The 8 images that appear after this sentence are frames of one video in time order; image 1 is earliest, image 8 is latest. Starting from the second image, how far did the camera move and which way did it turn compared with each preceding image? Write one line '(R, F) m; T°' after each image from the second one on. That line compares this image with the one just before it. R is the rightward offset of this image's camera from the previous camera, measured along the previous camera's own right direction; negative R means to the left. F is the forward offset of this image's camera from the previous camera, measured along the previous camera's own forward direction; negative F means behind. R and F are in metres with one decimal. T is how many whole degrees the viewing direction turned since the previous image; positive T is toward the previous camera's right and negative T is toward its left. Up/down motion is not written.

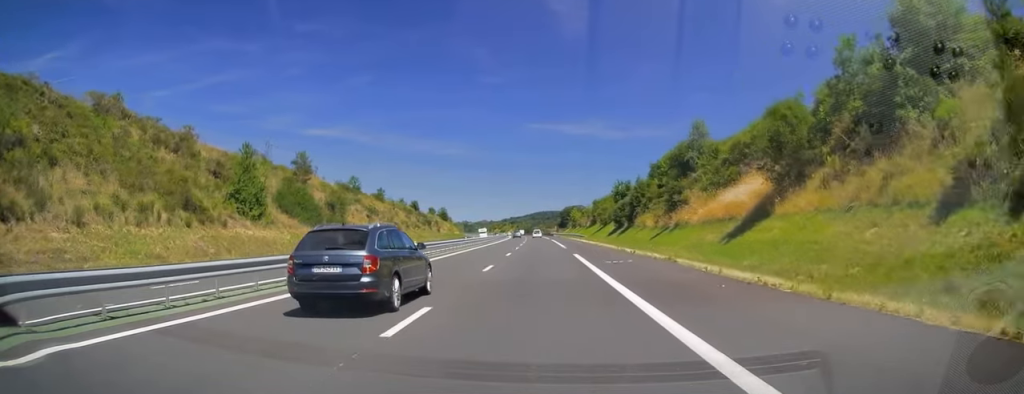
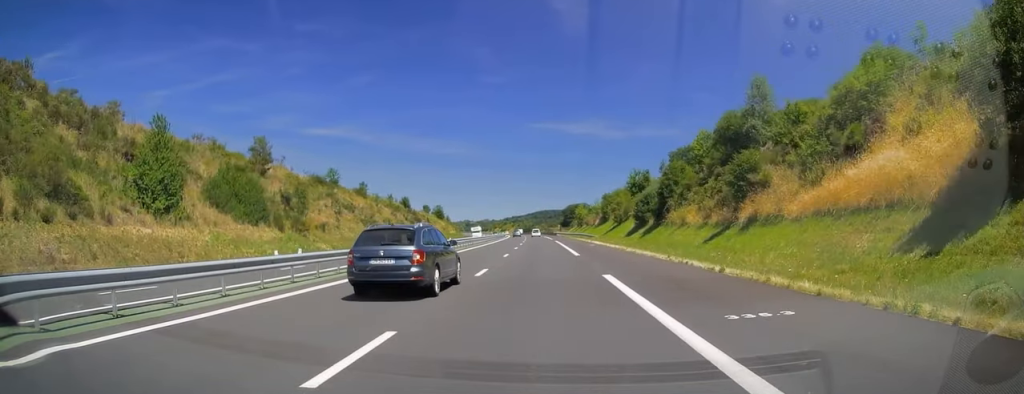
(0.0, +15.8) m; 0°
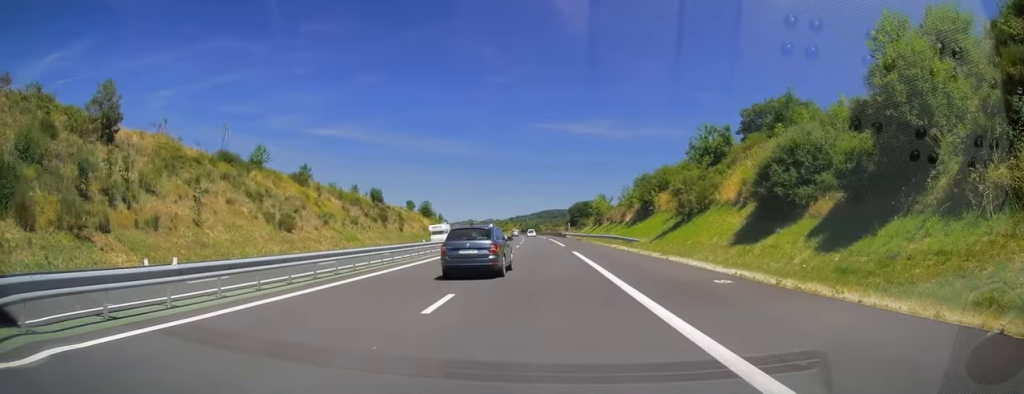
(0.0, +34.6) m; 0°
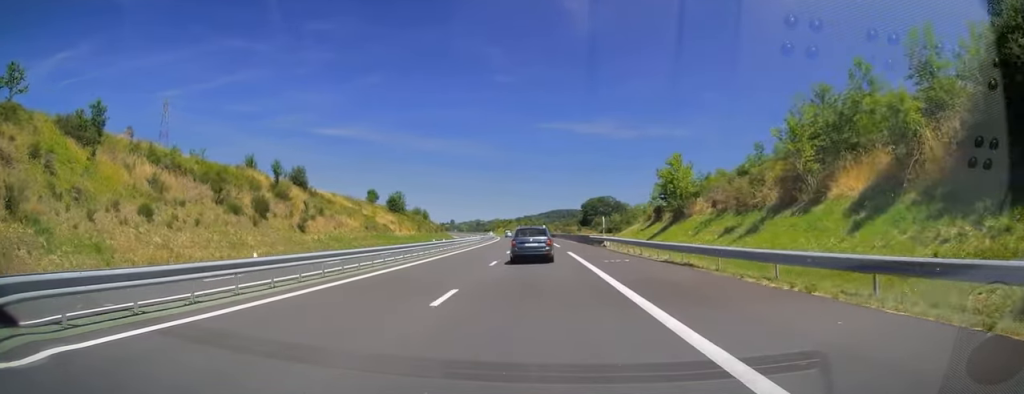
(-0.7, +51.3) m; -2°
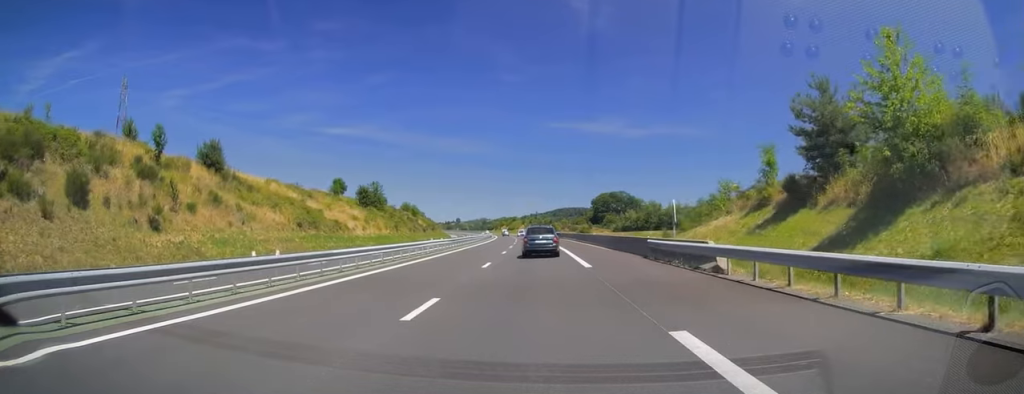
(0.0, +28.1) m; 0°
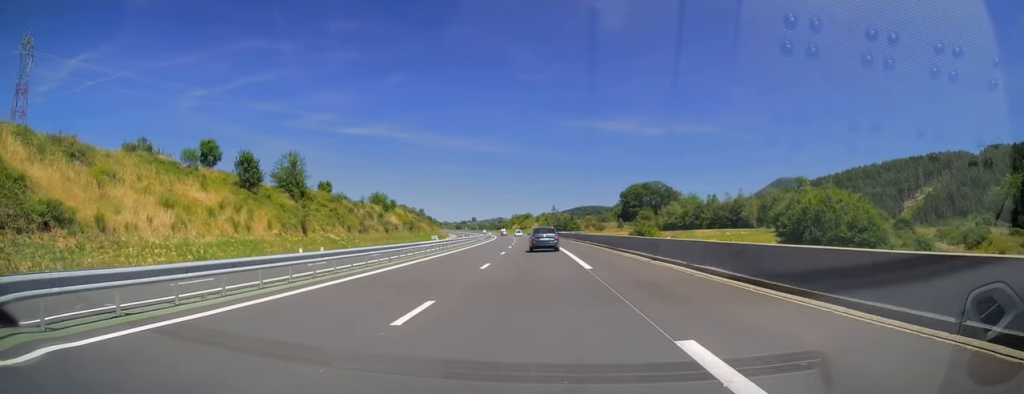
(-0.6, +52.7) m; -1°
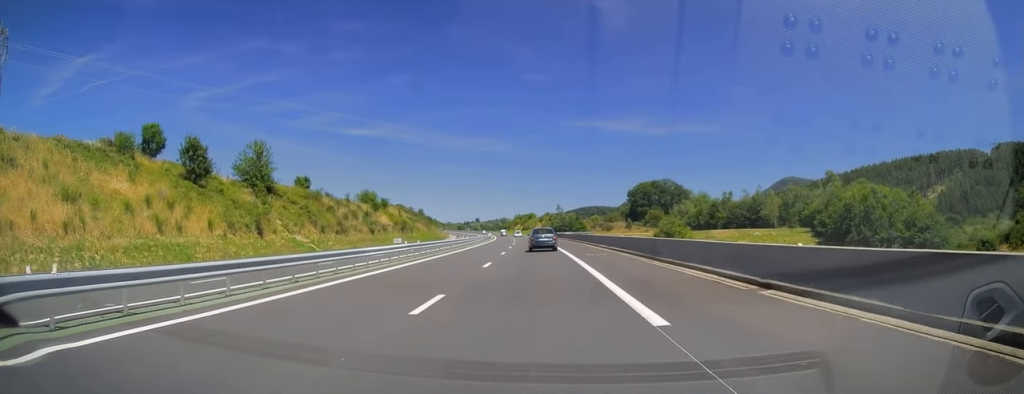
(0.0, +11.8) m; 0°
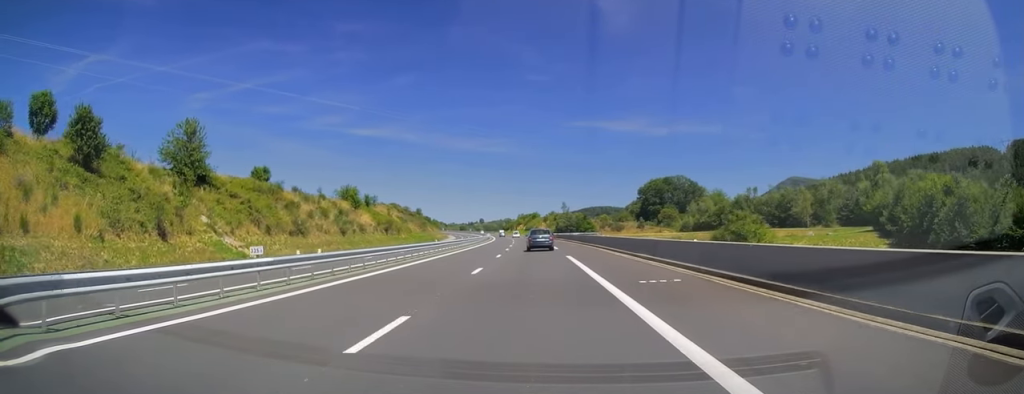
(0.0, +16.2) m; 0°
